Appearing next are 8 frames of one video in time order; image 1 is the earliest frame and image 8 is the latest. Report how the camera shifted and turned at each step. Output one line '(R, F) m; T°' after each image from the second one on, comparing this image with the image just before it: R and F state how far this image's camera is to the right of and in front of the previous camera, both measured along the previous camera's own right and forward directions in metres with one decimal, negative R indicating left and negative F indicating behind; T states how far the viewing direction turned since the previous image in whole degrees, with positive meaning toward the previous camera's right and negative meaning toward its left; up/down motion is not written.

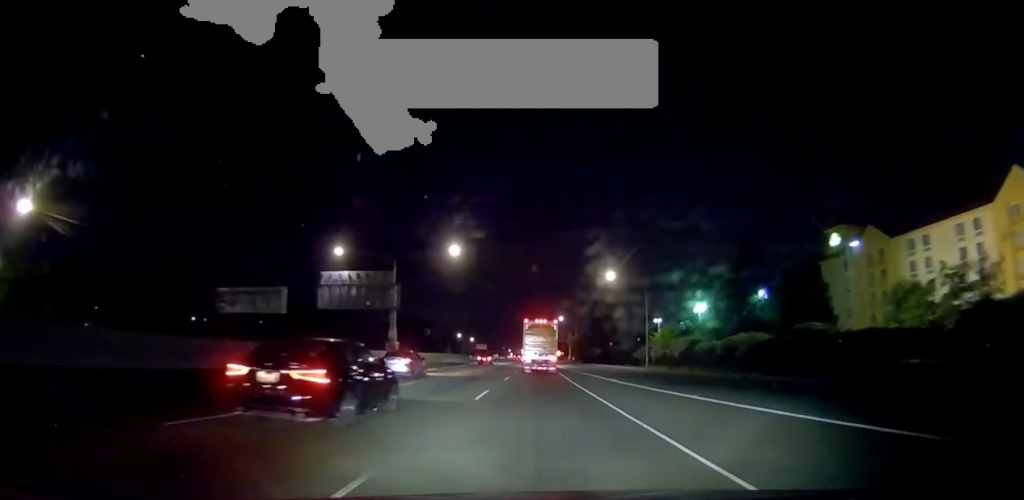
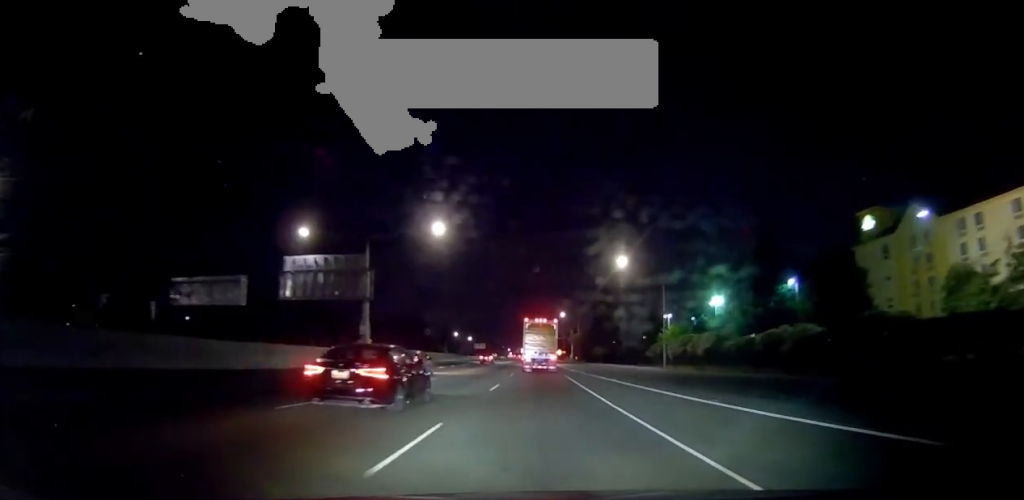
(0.0, +10.3) m; -1°
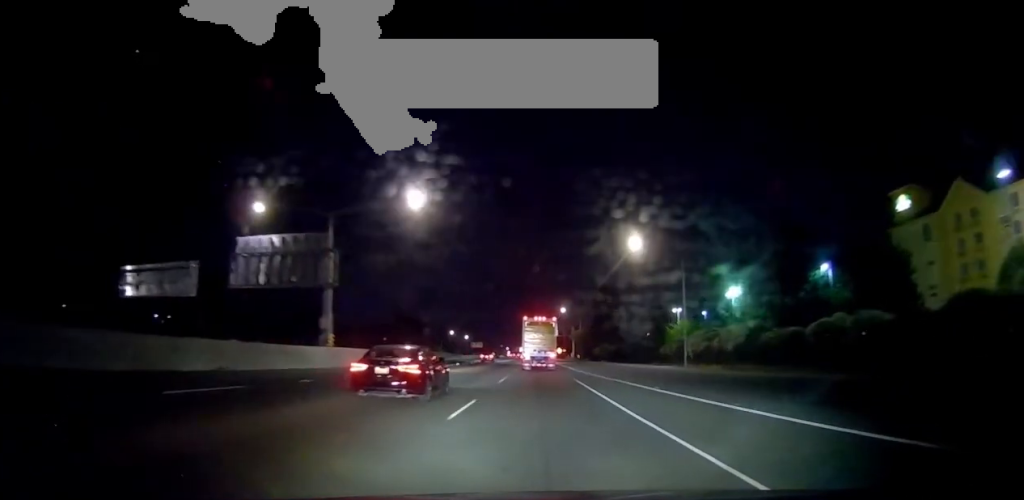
(-0.2, +9.4) m; 0°
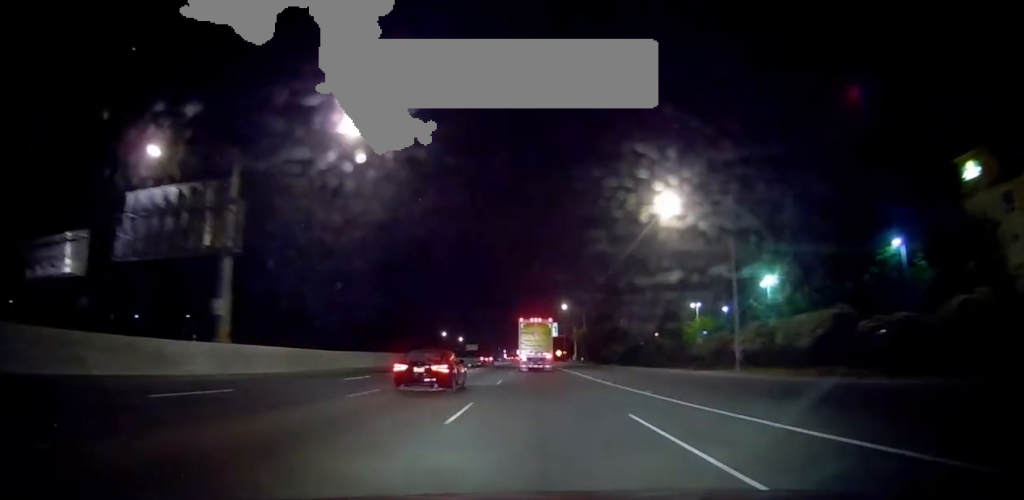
(-0.5, +14.9) m; +1°
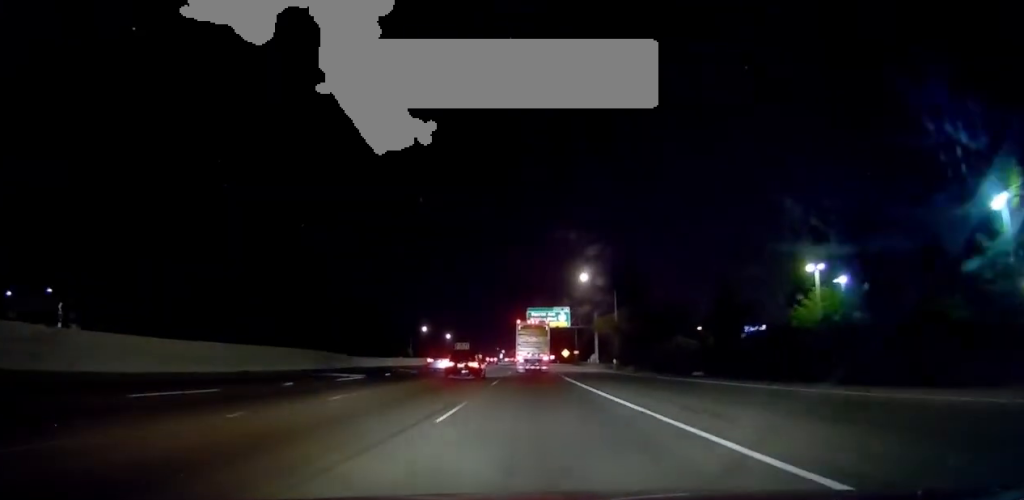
(+1.3, +44.1) m; +2°
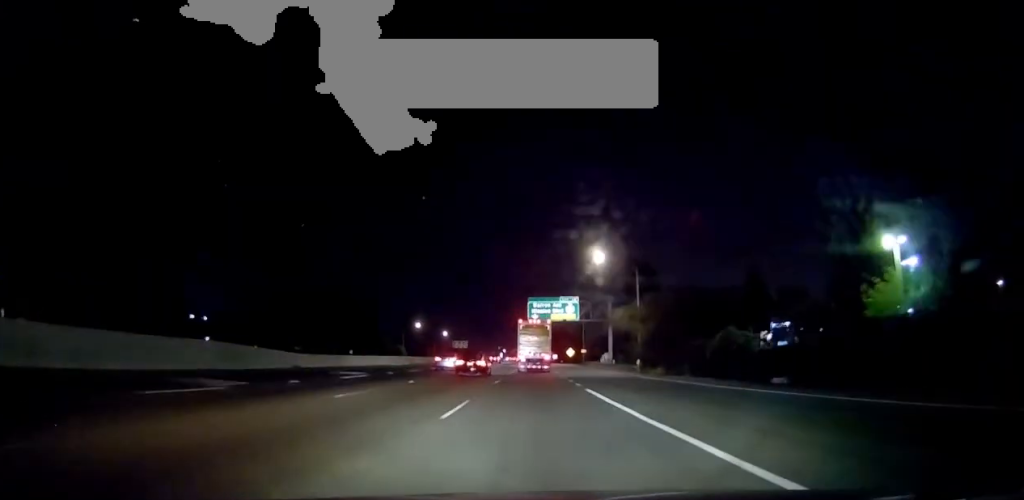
(+0.2, +14.2) m; 0°
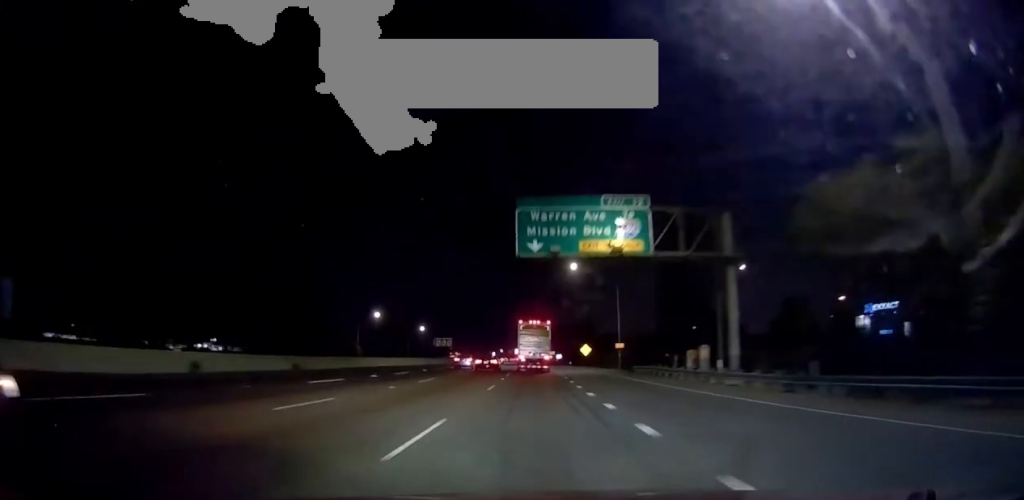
(0.0, +48.0) m; -1°
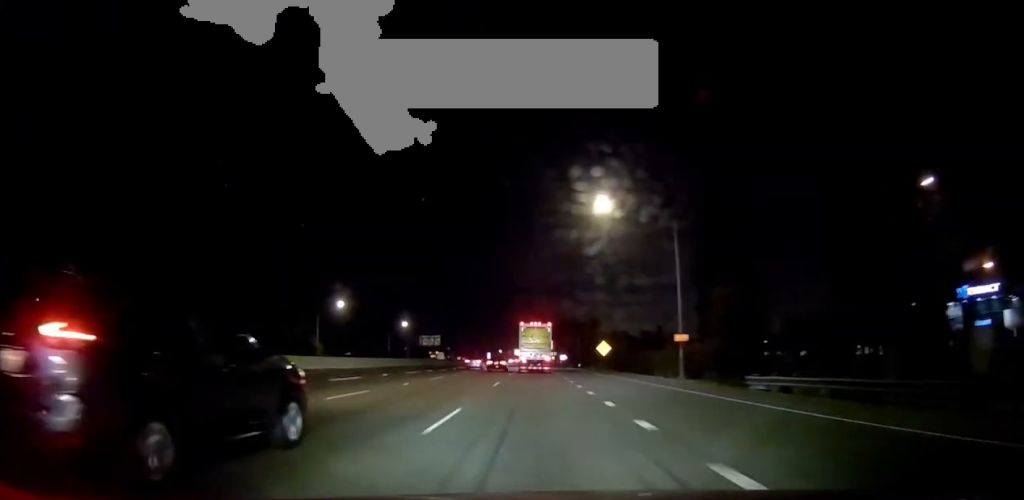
(-0.5, +26.6) m; -2°
